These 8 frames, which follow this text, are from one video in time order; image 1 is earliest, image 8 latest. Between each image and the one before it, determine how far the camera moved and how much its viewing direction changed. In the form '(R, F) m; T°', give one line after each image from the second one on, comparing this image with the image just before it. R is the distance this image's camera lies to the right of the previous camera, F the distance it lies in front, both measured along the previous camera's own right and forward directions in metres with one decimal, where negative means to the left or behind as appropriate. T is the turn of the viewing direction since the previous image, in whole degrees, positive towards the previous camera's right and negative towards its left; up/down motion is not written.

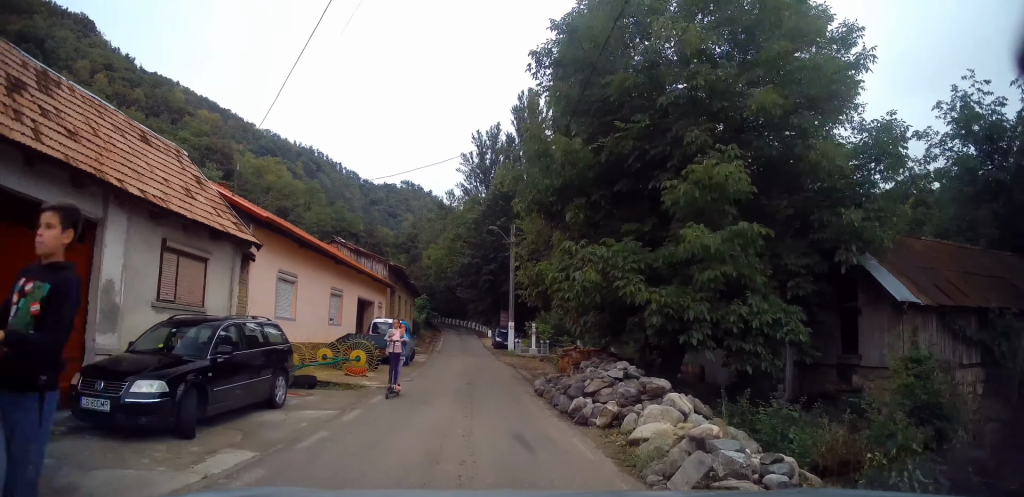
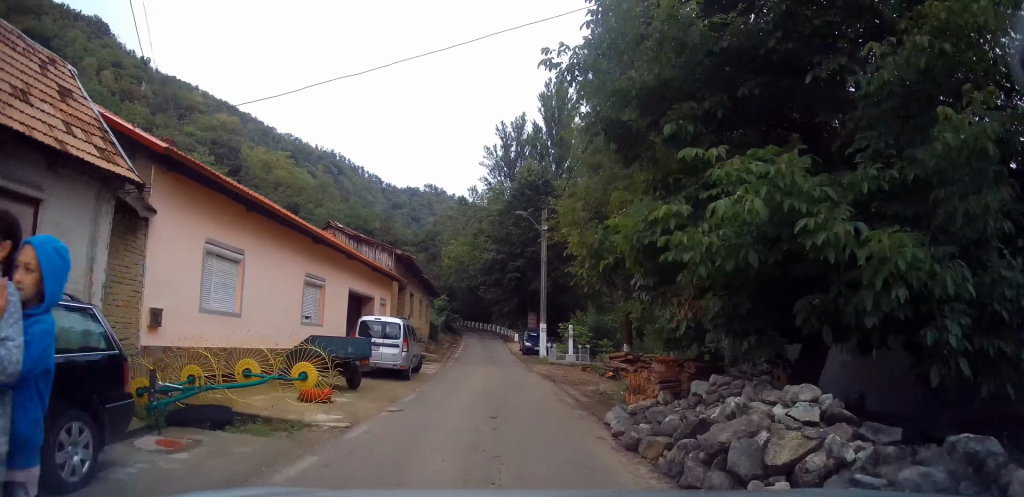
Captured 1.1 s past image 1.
(-0.4, +5.9) m; -2°
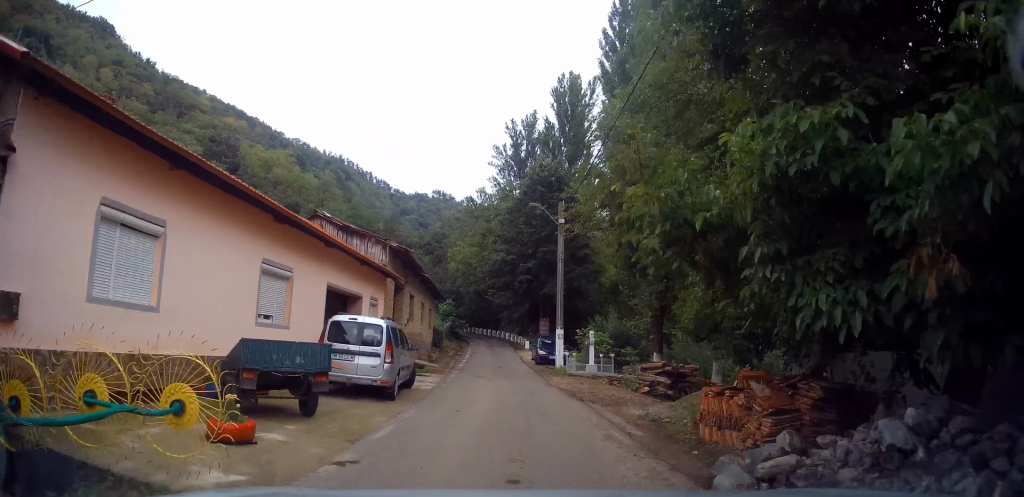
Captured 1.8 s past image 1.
(+0.1, +3.7) m; +2°
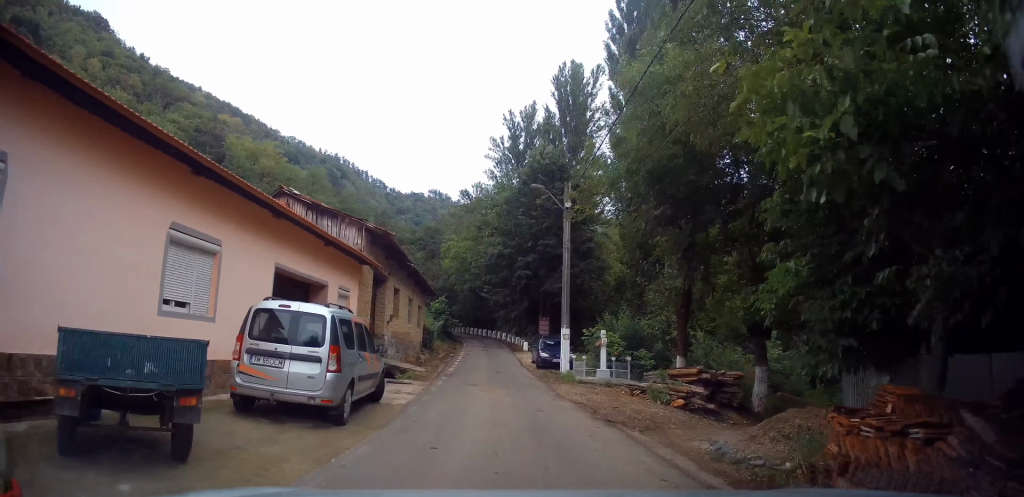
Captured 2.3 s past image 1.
(0.0, +3.4) m; +1°
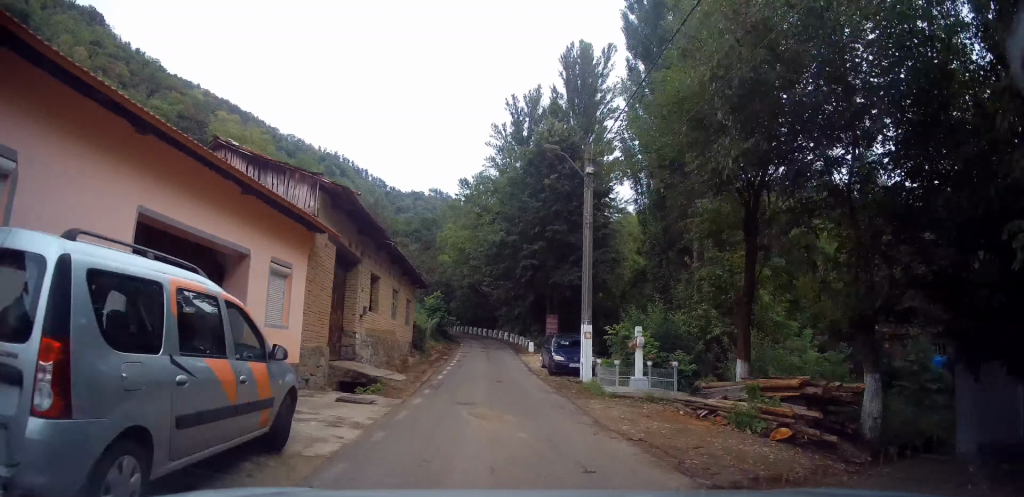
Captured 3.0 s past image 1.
(+0.1, +4.7) m; 0°
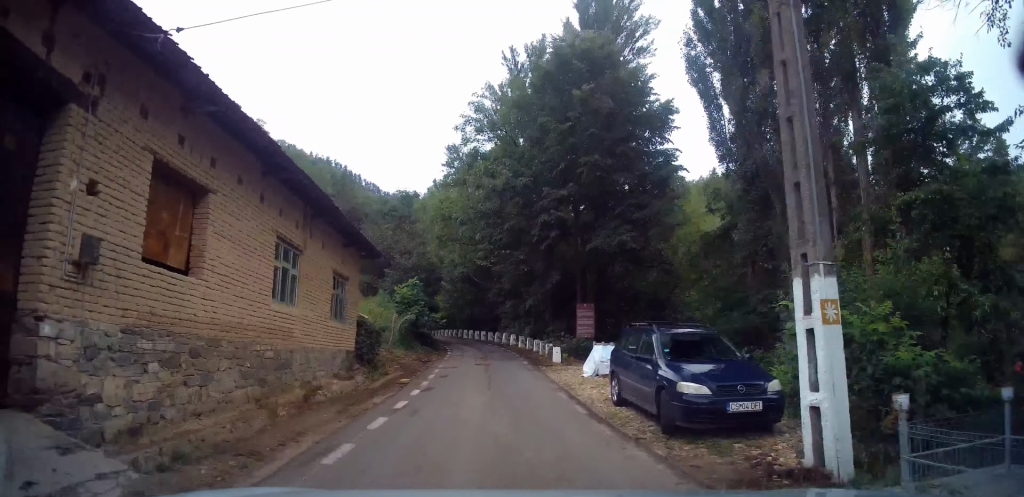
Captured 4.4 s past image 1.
(-0.1, +11.8) m; 0°
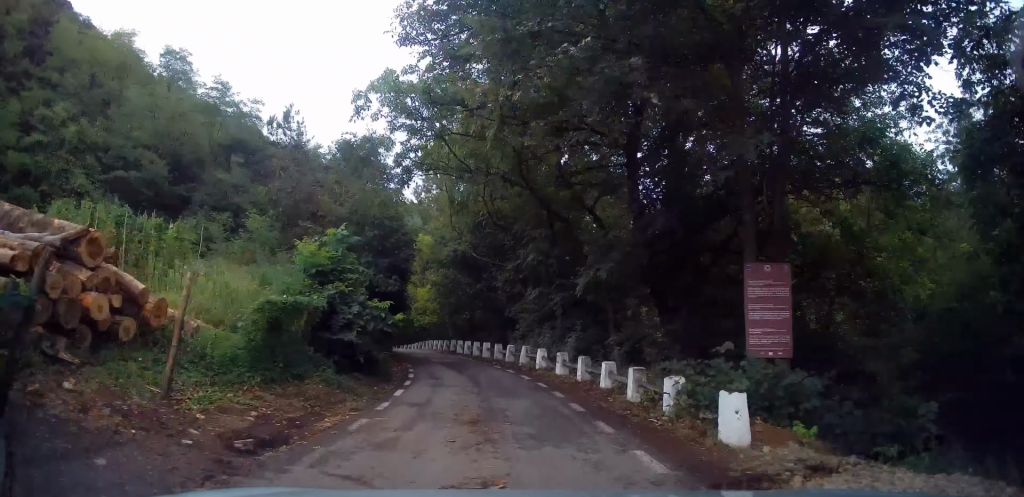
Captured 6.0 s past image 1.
(-0.4, +15.2) m; -2°
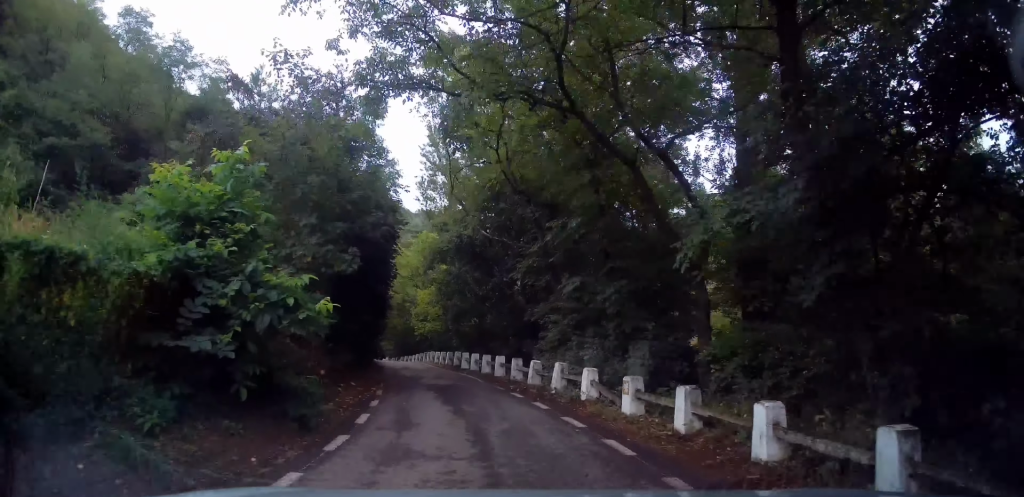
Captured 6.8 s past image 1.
(+0.2, +7.0) m; 0°
